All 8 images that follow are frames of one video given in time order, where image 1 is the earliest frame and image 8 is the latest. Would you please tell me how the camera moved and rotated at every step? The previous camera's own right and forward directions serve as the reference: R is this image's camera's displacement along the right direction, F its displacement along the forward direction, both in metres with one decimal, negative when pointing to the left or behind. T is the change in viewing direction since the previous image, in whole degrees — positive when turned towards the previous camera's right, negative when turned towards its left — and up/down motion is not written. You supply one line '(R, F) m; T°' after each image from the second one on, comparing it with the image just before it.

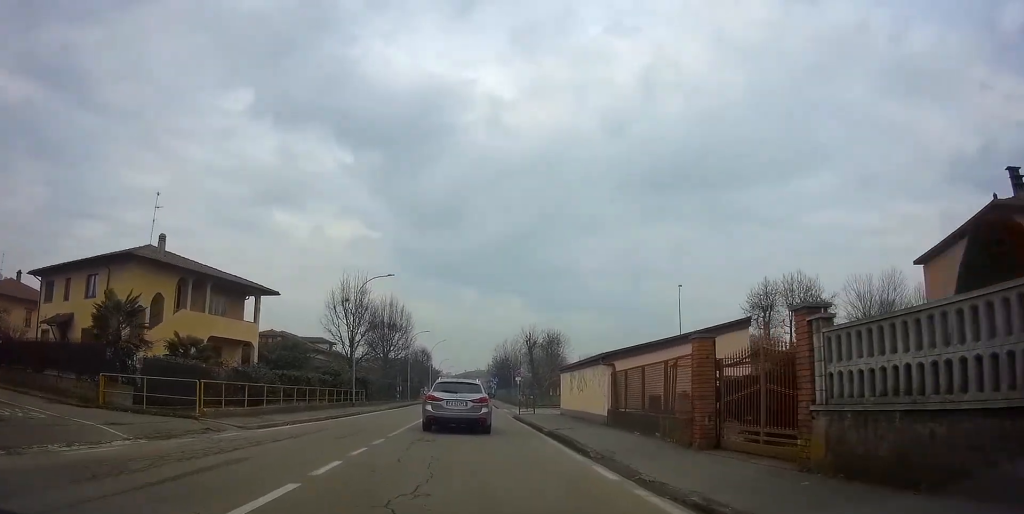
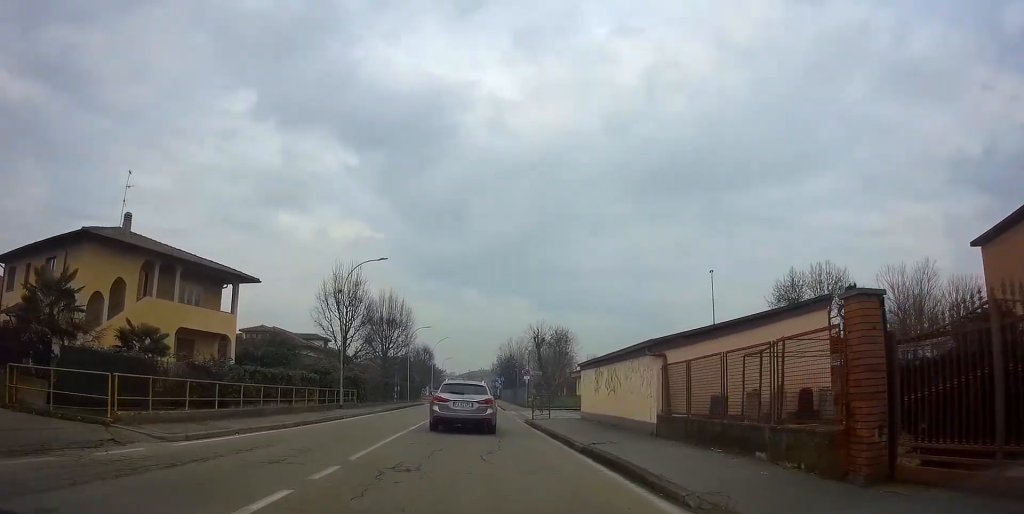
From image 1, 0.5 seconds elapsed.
(-0.1, +4.7) m; -1°
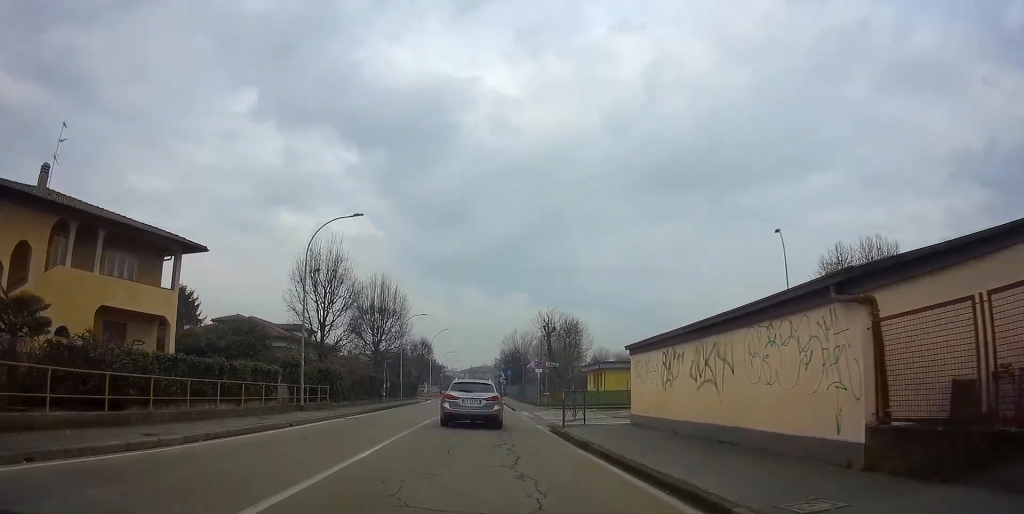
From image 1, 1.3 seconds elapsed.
(-0.3, +8.1) m; -2°
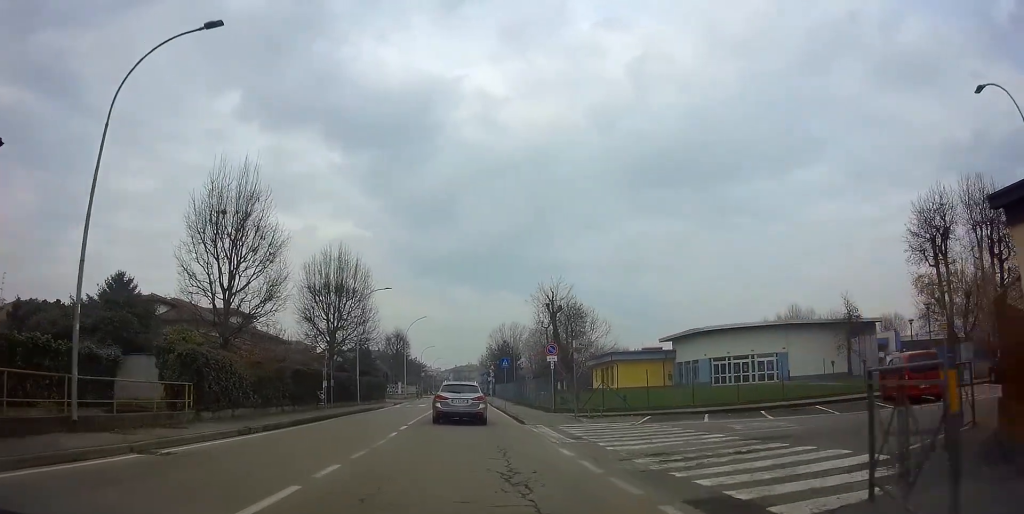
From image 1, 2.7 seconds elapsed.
(+0.4, +14.7) m; +2°
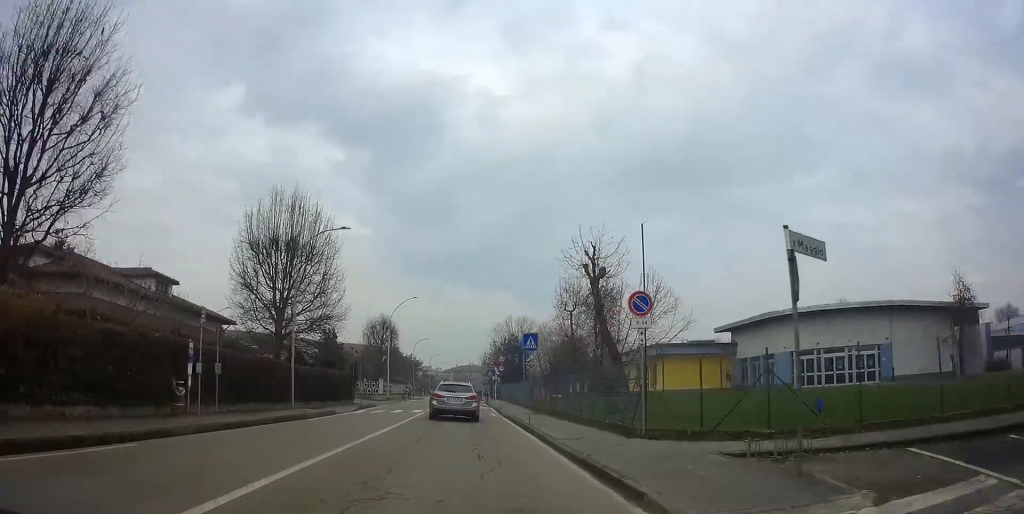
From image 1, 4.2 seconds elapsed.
(-0.1, +15.1) m; -1°
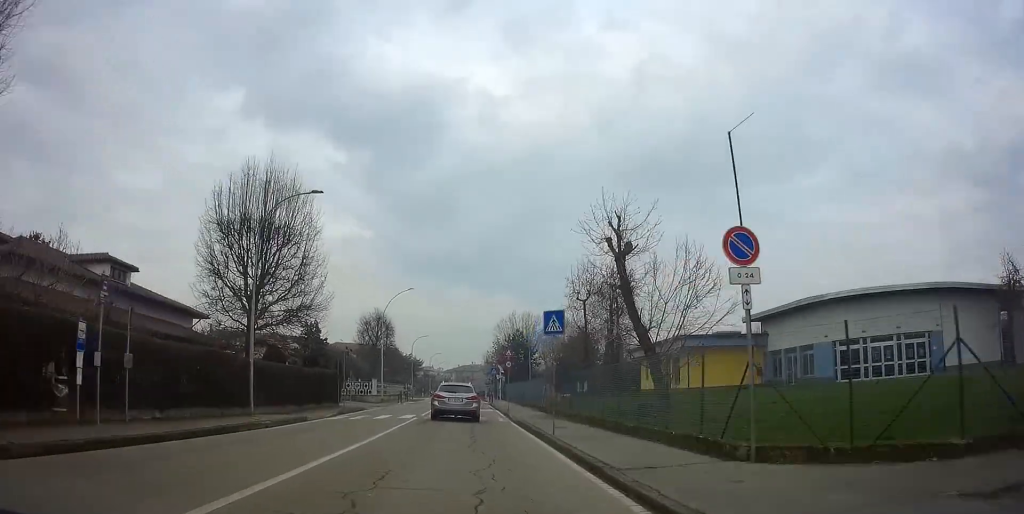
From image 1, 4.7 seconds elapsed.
(0.0, +5.4) m; 0°
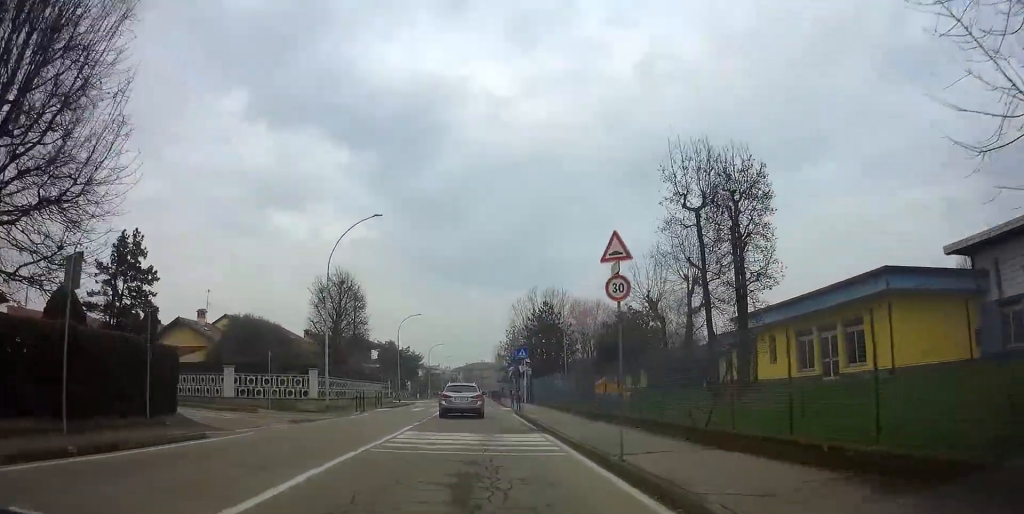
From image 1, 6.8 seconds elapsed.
(0.0, +22.6) m; 0°
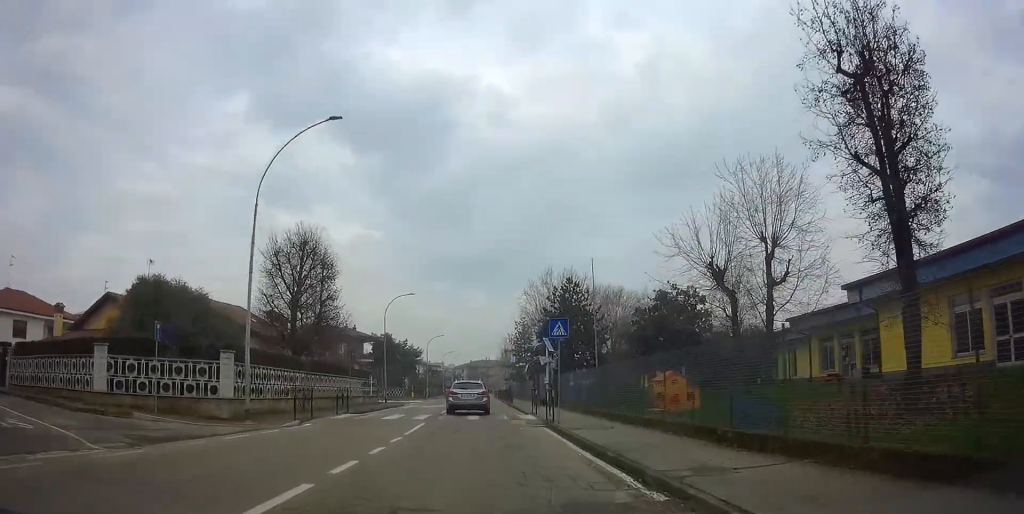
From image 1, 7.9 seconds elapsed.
(0.0, +11.5) m; -1°
